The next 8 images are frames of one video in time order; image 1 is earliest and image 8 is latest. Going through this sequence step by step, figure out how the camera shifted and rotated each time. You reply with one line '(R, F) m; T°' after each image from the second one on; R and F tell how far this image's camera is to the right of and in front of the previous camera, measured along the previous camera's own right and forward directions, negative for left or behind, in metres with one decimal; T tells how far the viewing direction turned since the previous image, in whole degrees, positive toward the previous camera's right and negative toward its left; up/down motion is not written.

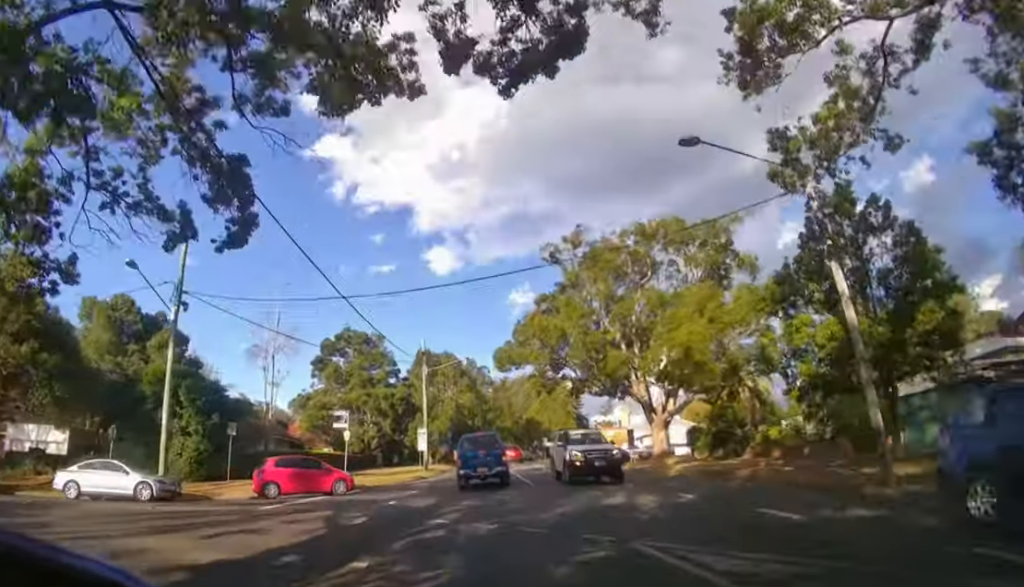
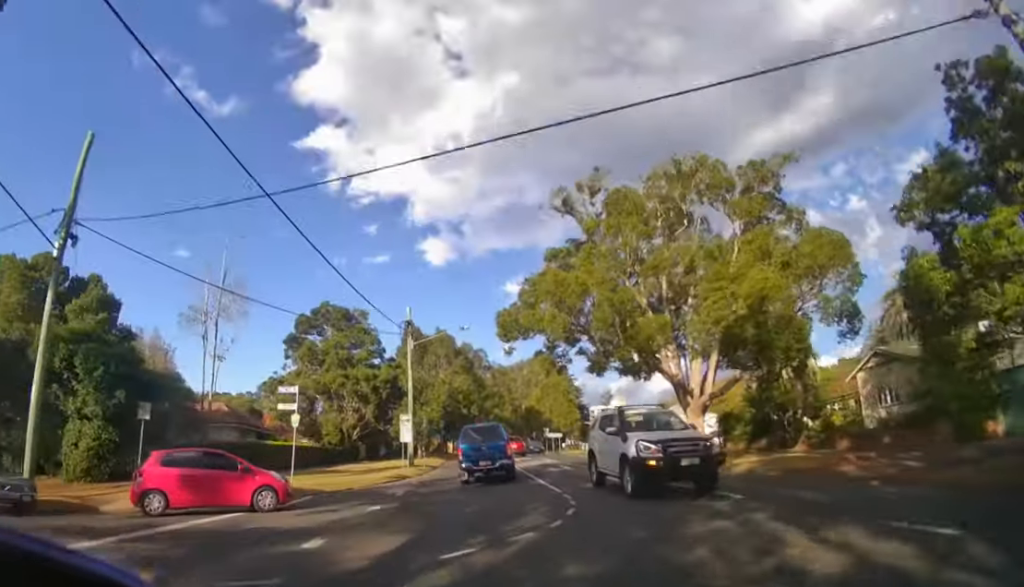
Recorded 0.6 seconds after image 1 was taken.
(0.0, +6.2) m; +1°
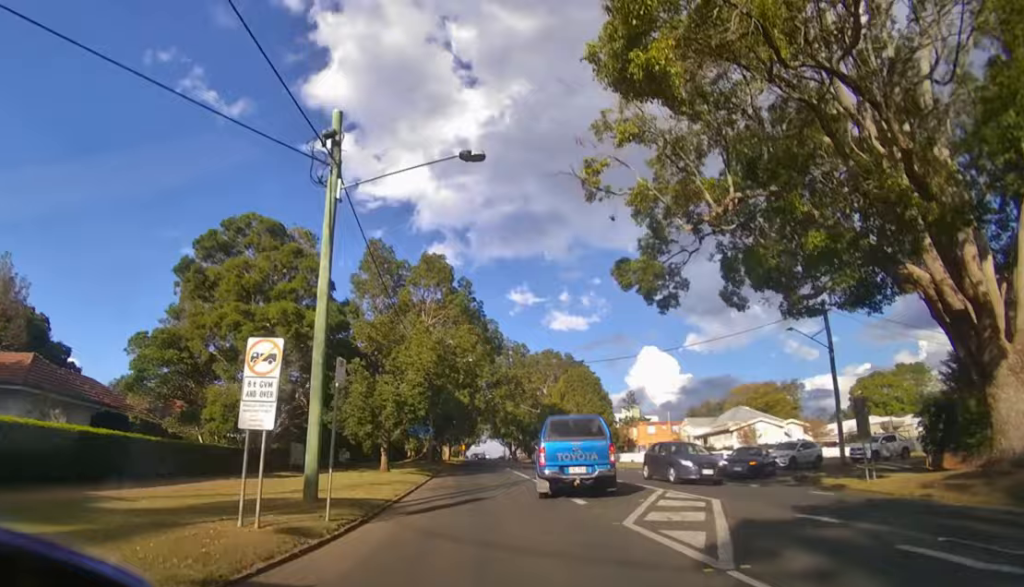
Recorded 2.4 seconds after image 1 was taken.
(+0.1, +19.9) m; -1°
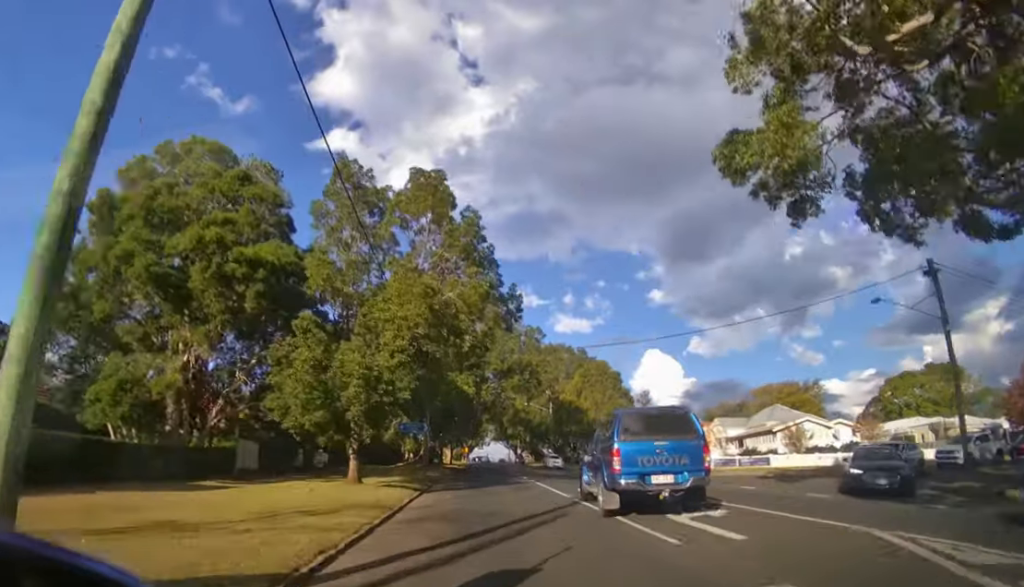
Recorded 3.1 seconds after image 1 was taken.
(-0.1, +8.3) m; 0°
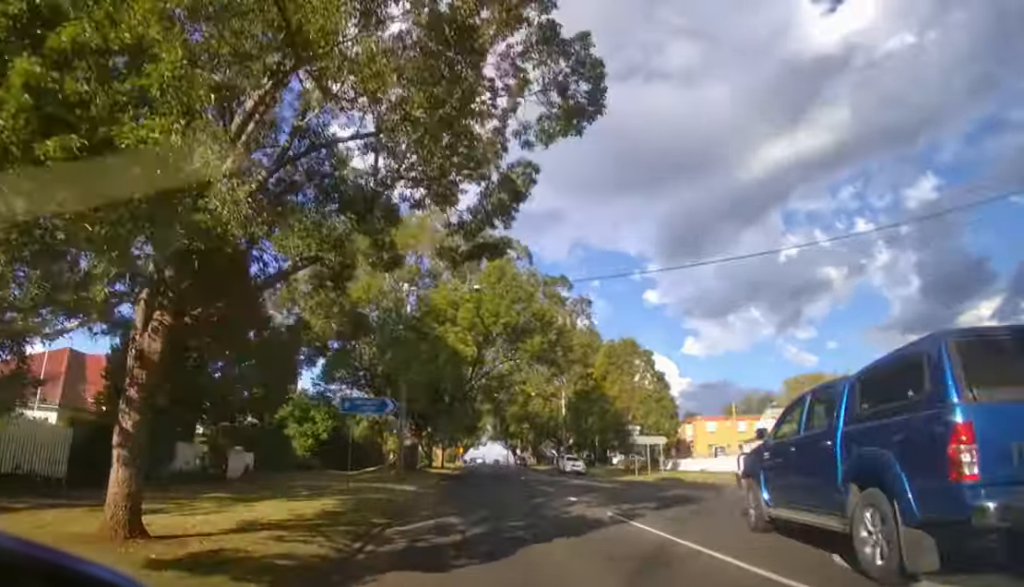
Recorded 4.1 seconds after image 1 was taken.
(+0.1, +12.8) m; +1°
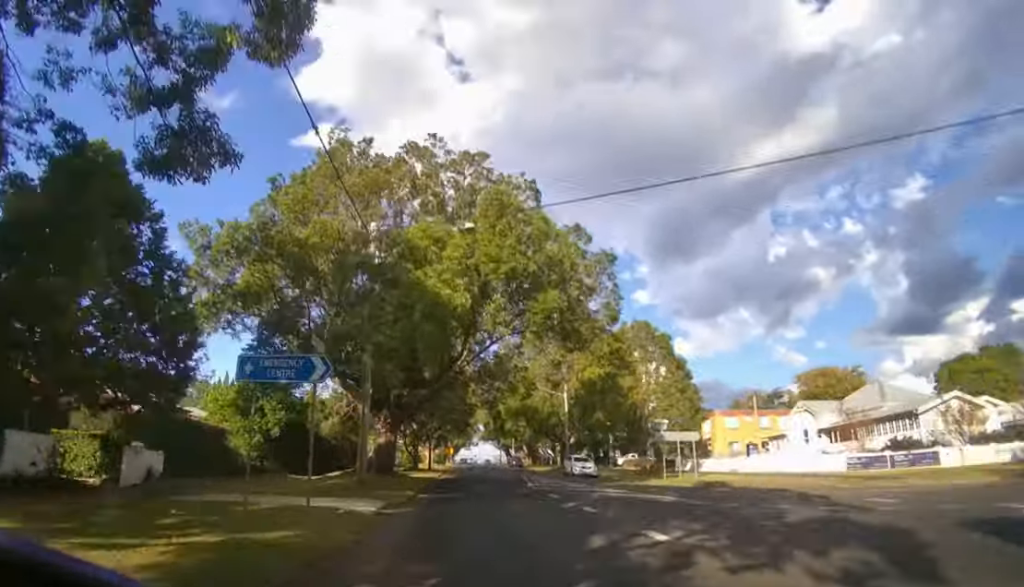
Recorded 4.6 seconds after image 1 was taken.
(0.0, +7.0) m; +1°
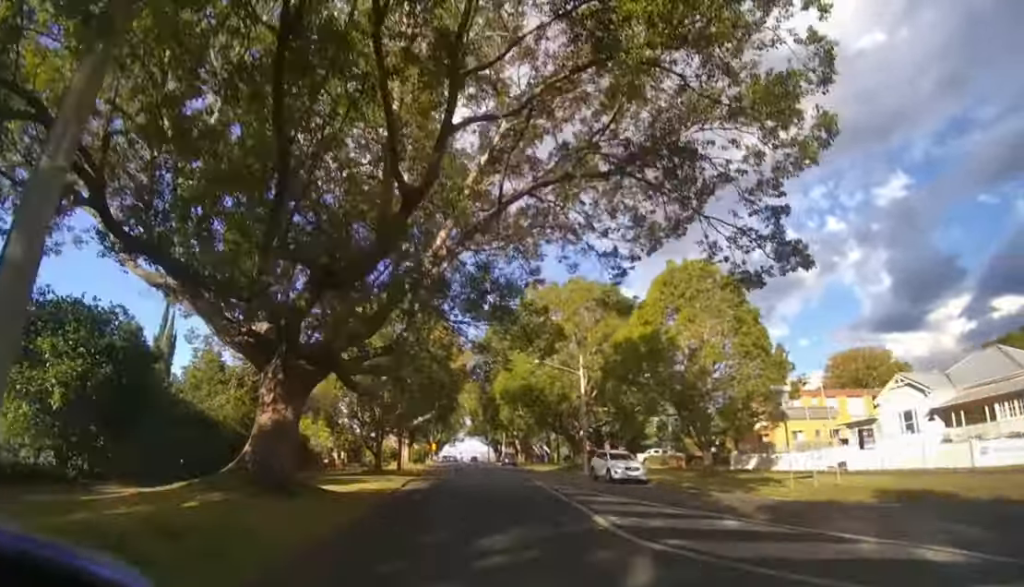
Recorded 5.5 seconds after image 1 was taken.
(+0.1, +14.6) m; +1°
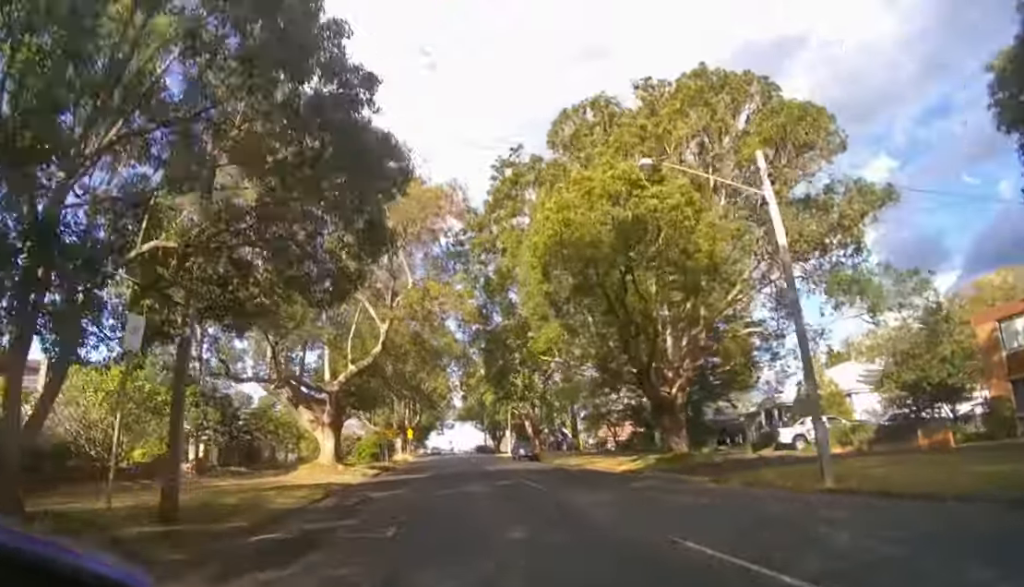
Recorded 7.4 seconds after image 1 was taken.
(+0.6, +25.4) m; +2°
